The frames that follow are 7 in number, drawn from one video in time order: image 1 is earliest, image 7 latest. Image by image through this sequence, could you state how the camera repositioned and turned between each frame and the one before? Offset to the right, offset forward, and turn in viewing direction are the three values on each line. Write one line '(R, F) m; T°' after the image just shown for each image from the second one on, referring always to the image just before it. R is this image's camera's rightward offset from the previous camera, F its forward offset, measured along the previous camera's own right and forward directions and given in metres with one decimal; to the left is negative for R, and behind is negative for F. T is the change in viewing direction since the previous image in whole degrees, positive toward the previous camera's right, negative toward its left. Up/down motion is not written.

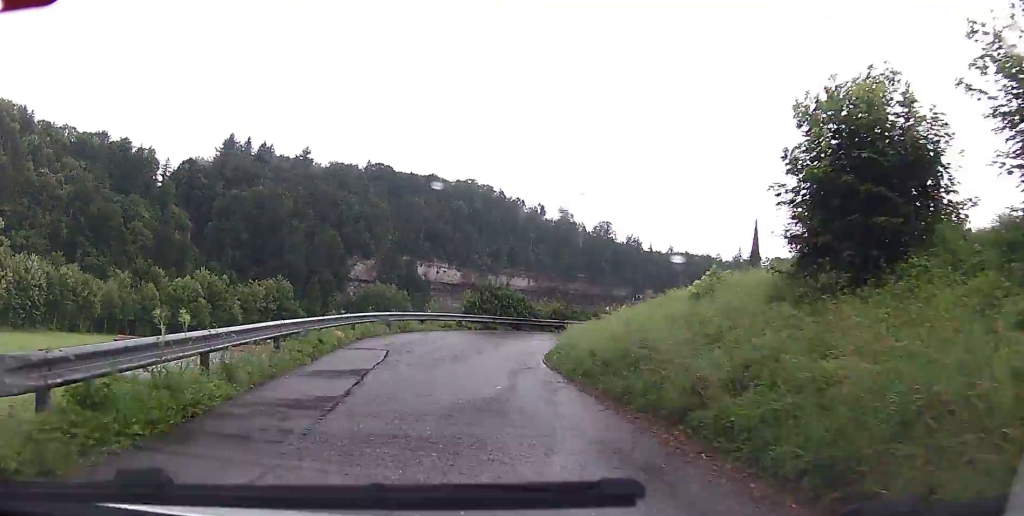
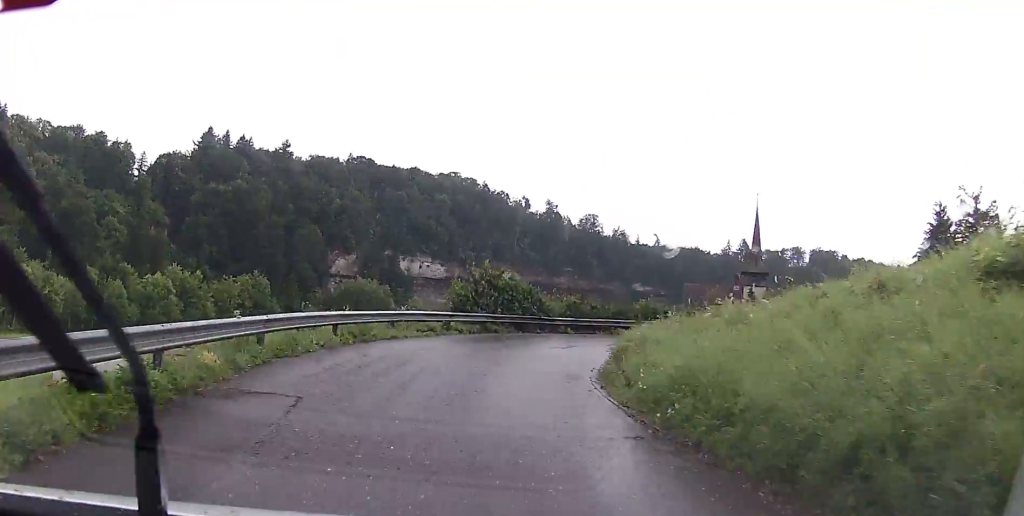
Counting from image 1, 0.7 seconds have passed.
(+0.1, +8.8) m; +1°
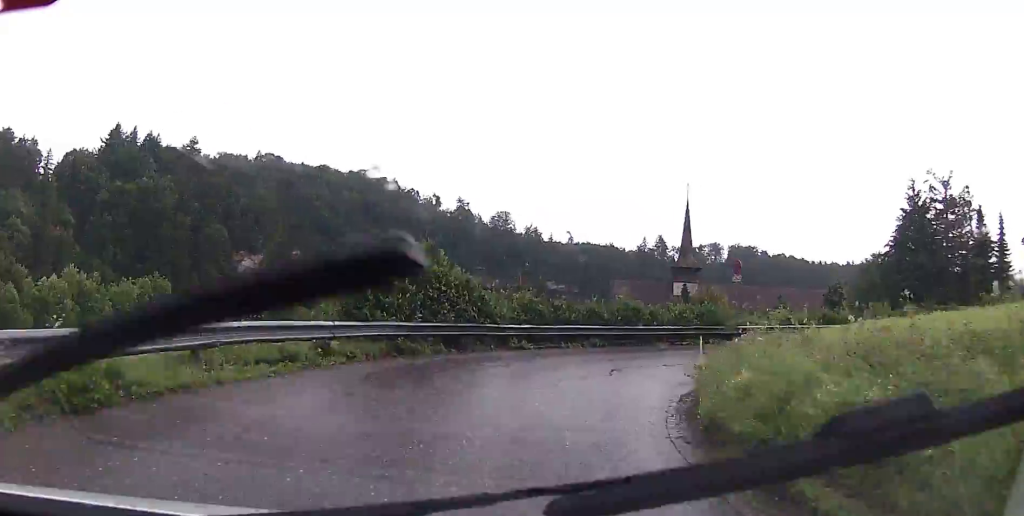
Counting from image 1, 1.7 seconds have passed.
(+0.1, +10.3) m; +9°
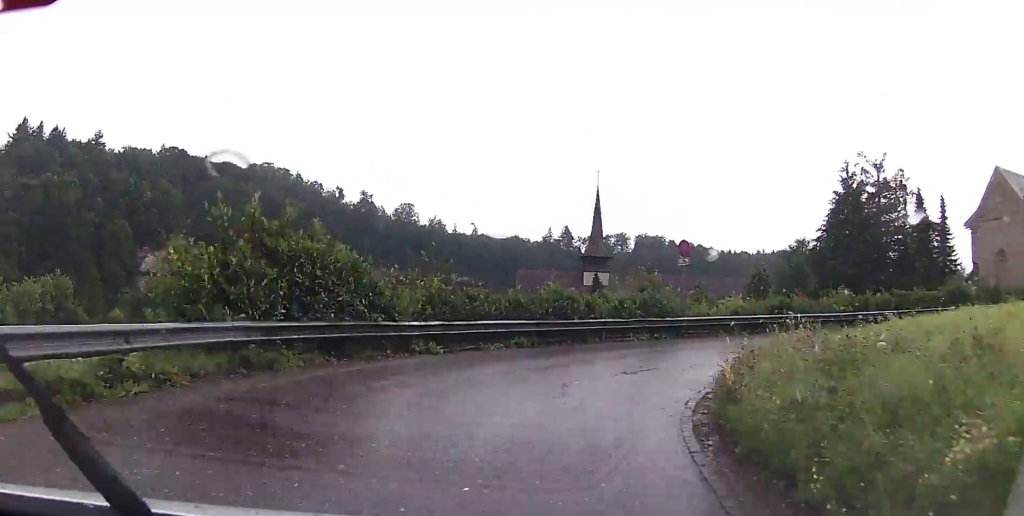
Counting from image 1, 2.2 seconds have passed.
(+0.3, +4.5) m; +8°
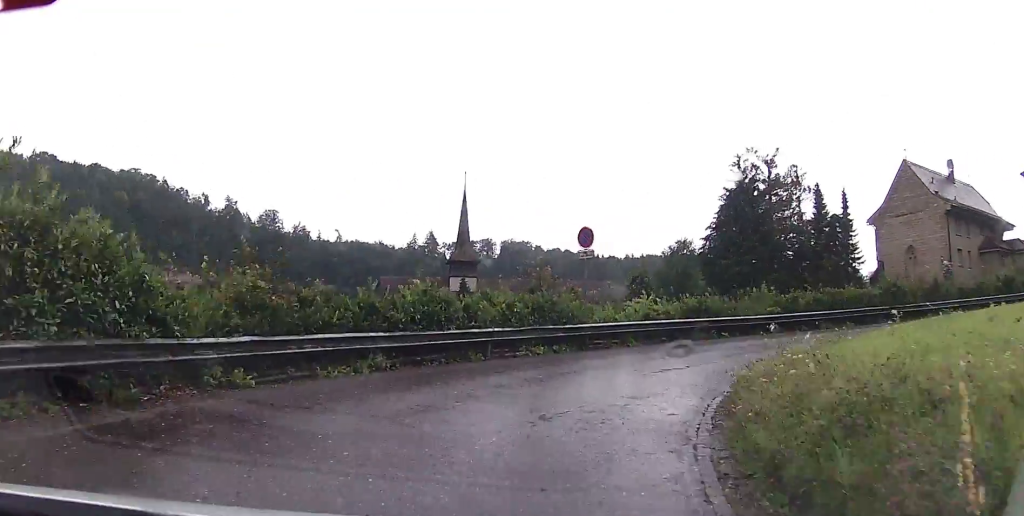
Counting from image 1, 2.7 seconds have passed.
(+0.6, +4.7) m; +12°
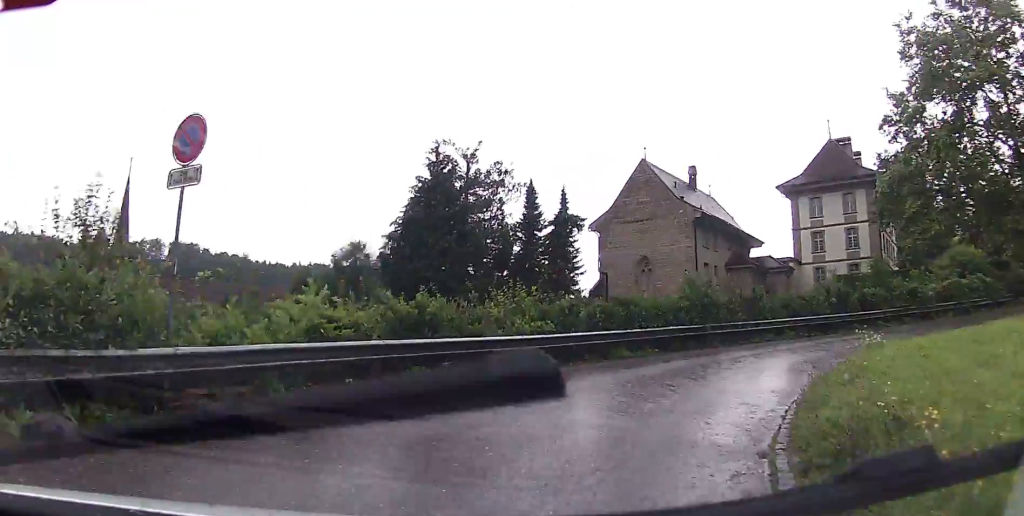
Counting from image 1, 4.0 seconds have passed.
(+2.6, +10.2) m; +40°
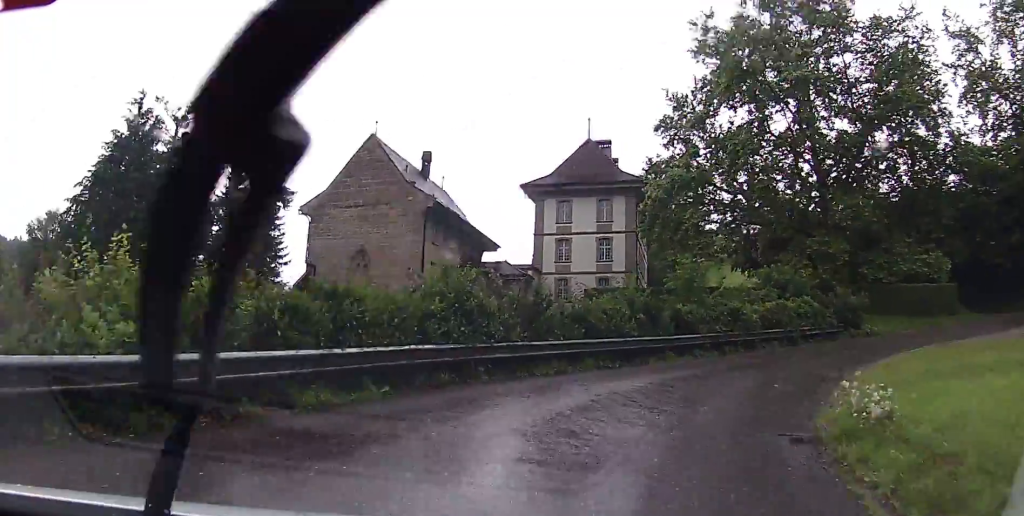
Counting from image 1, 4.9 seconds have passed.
(+2.7, +8.2) m; +25°
